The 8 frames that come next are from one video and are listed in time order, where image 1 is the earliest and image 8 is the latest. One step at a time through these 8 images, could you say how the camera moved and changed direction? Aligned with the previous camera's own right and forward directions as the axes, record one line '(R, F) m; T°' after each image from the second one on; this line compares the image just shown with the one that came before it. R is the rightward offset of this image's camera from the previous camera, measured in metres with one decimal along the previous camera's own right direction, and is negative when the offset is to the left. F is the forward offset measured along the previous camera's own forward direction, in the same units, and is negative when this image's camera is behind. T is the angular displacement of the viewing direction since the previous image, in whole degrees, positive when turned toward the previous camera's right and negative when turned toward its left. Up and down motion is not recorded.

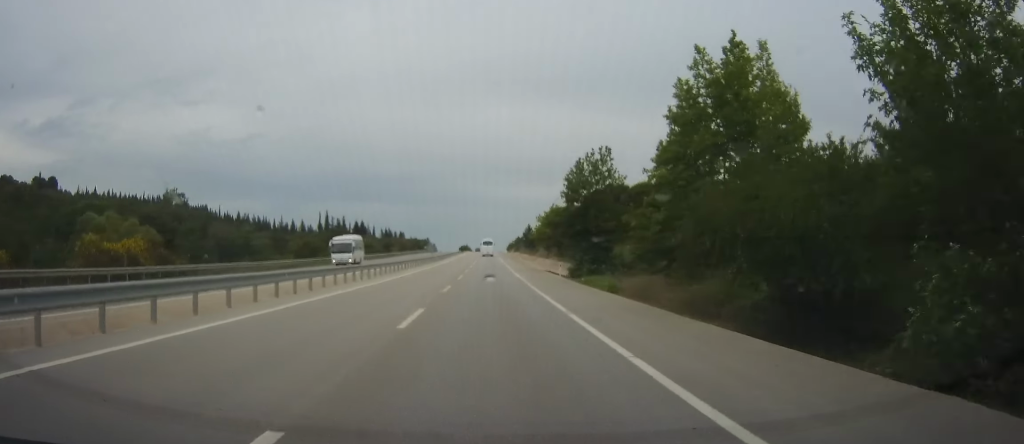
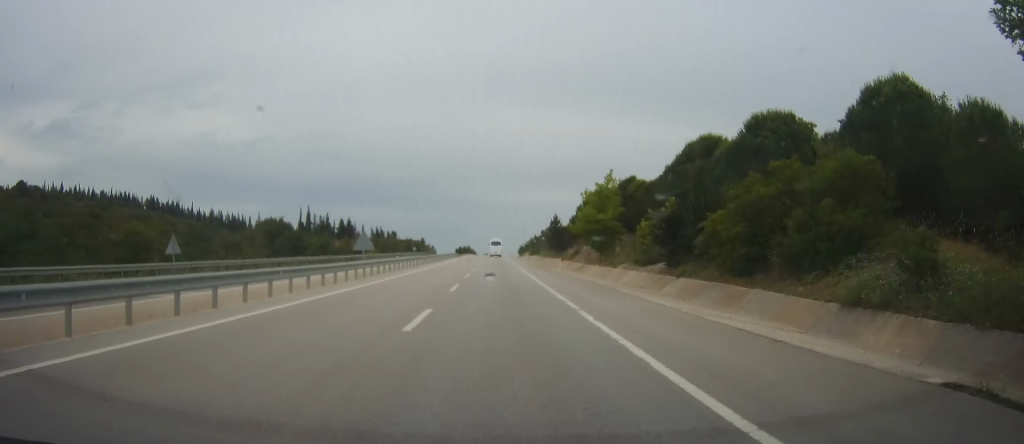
(+0.6, +49.1) m; 0°
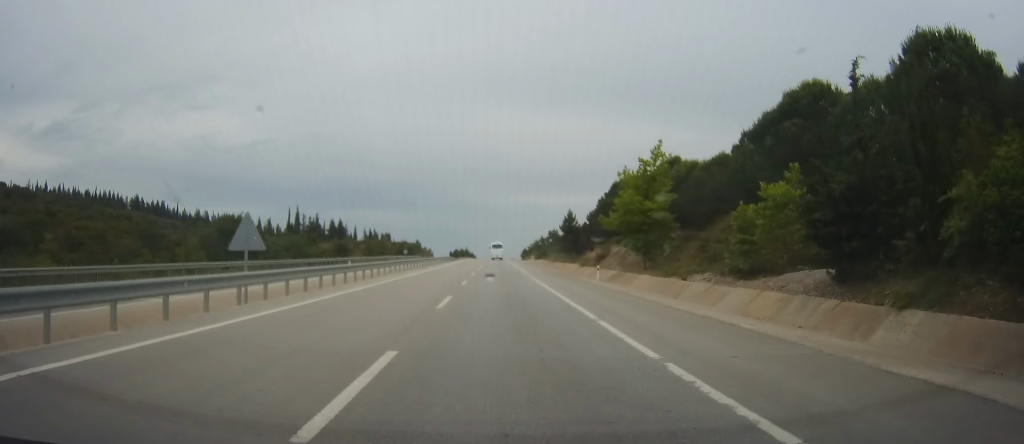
(-0.2, +18.9) m; 0°
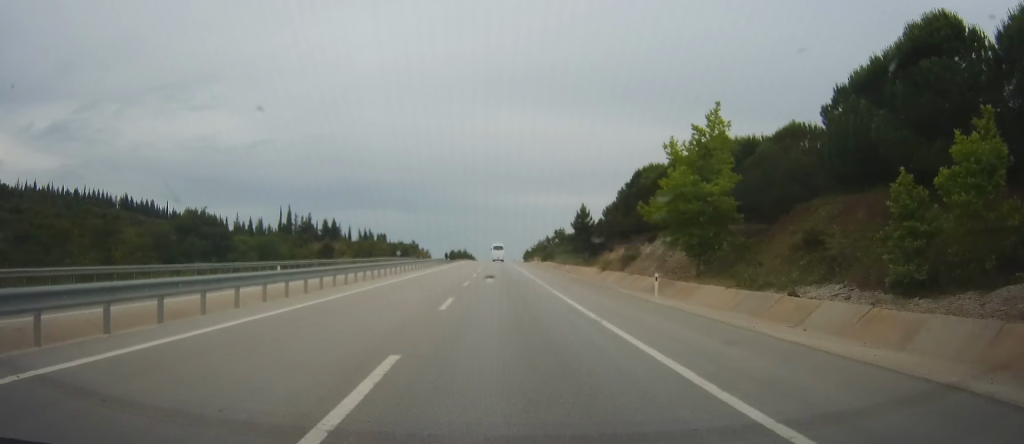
(-0.3, +12.7) m; 0°
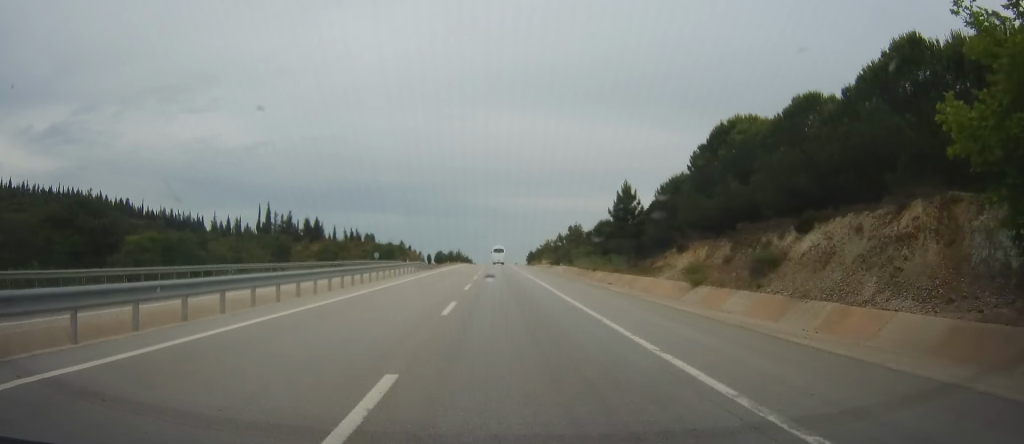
(+0.6, +25.7) m; +1°
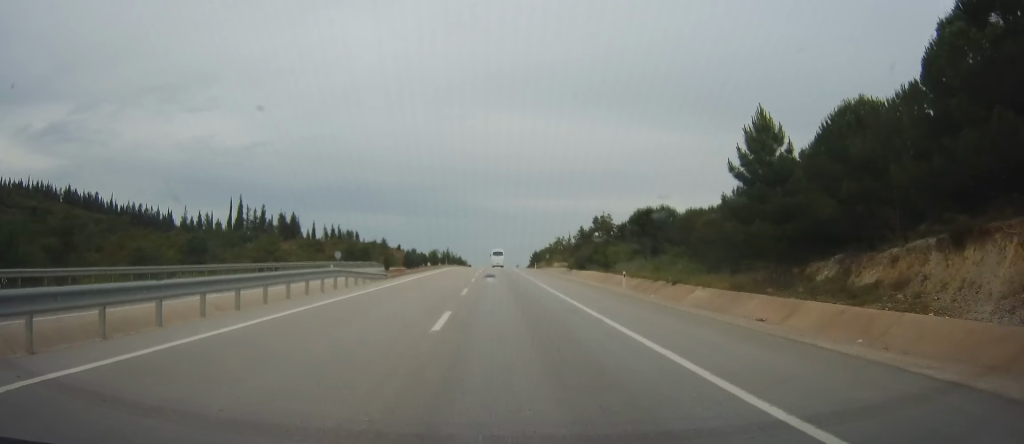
(-0.3, +27.2) m; 0°
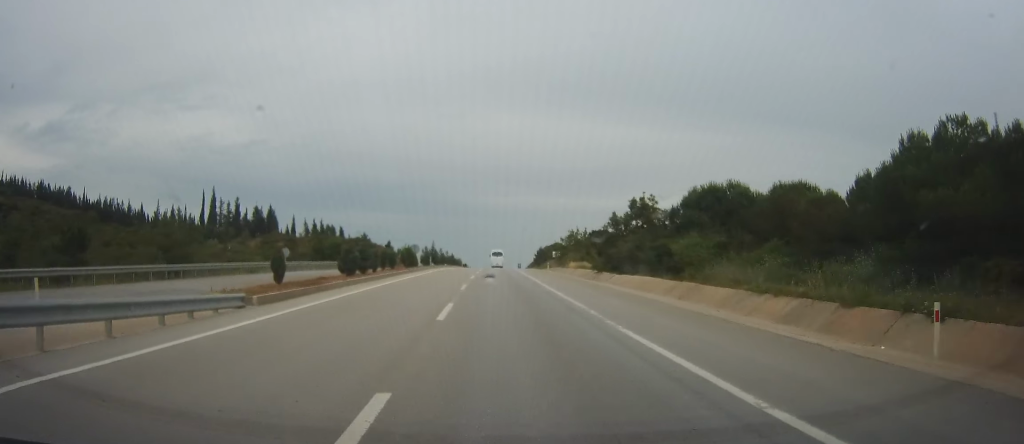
(+0.2, +22.4) m; 0°
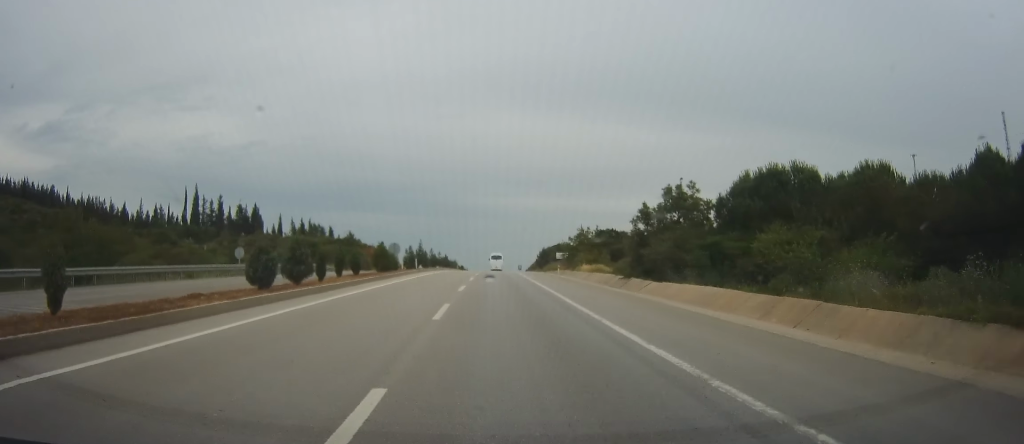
(-0.2, +11.4) m; 0°
